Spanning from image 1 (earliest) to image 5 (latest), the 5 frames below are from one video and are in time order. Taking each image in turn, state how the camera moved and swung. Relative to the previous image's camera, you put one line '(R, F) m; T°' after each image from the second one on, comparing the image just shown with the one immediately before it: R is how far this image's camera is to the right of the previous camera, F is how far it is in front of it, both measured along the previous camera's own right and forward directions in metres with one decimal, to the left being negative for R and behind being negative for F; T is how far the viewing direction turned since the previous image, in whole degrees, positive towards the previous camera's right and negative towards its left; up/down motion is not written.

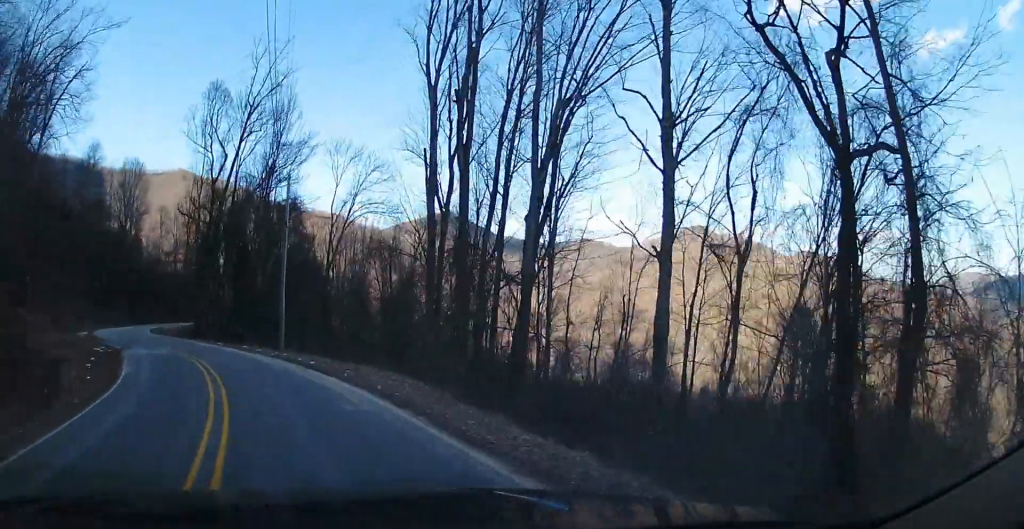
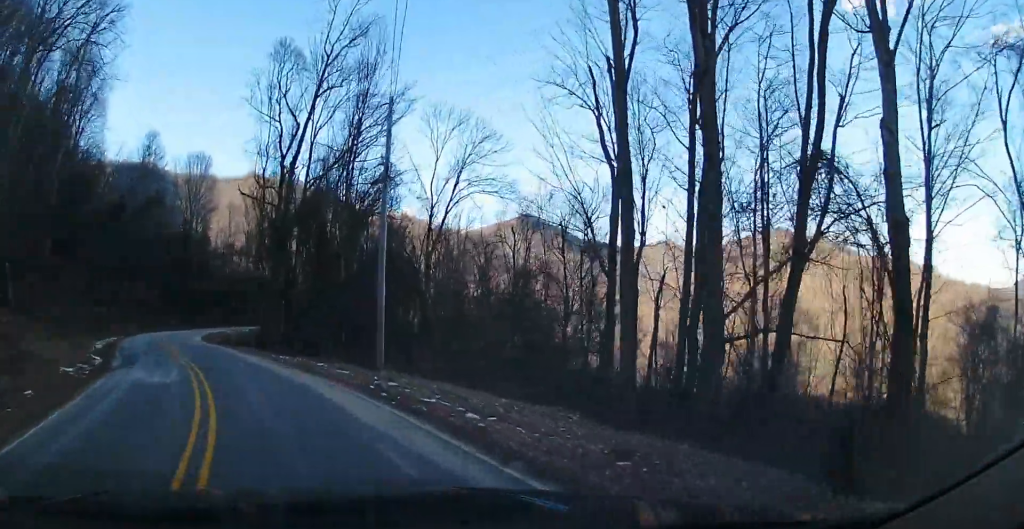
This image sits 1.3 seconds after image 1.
(0.0, +10.3) m; -6°
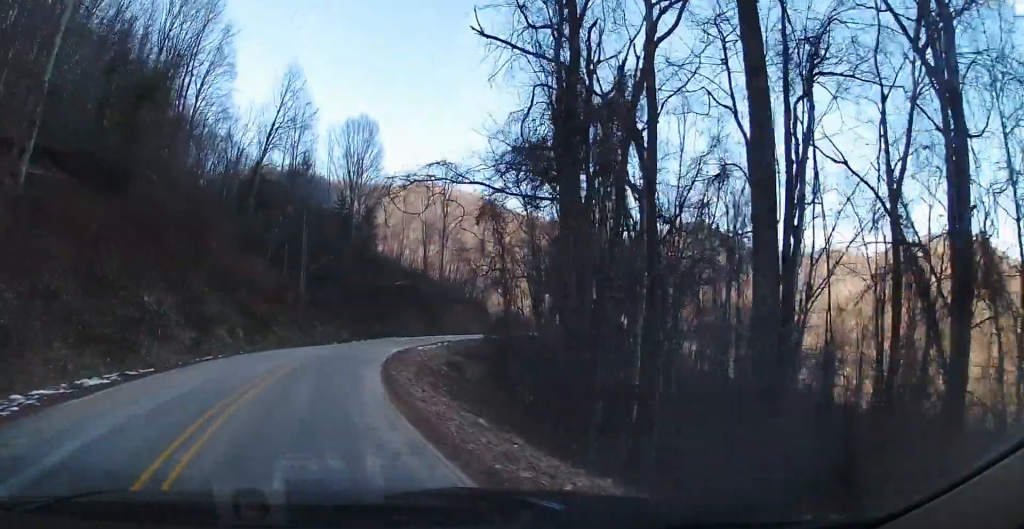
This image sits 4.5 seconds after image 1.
(-6.5, +25.4) m; -26°
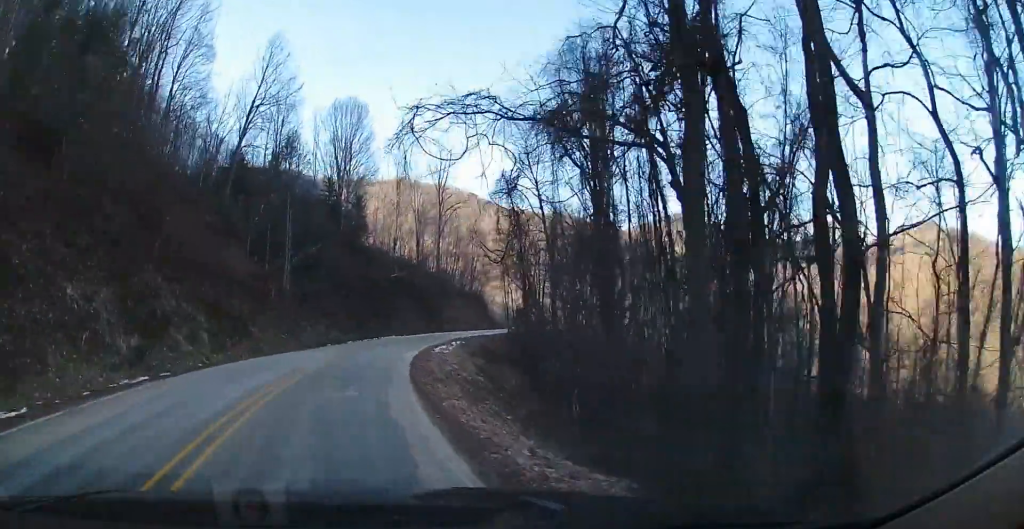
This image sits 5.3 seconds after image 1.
(-0.2, +6.5) m; -3°
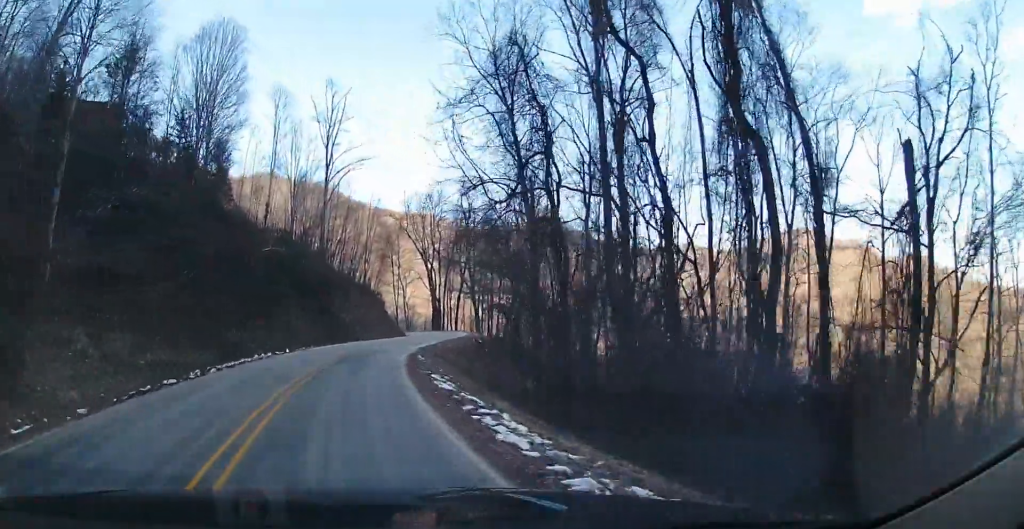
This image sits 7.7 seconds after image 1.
(+2.0, +21.7) m; +15°
